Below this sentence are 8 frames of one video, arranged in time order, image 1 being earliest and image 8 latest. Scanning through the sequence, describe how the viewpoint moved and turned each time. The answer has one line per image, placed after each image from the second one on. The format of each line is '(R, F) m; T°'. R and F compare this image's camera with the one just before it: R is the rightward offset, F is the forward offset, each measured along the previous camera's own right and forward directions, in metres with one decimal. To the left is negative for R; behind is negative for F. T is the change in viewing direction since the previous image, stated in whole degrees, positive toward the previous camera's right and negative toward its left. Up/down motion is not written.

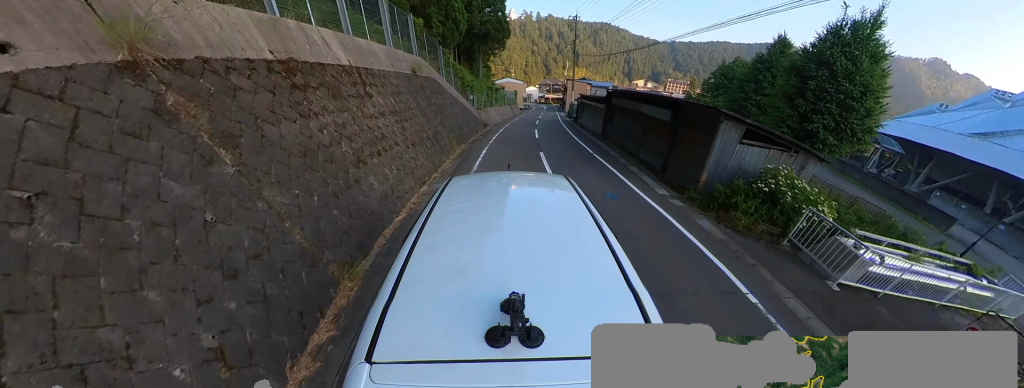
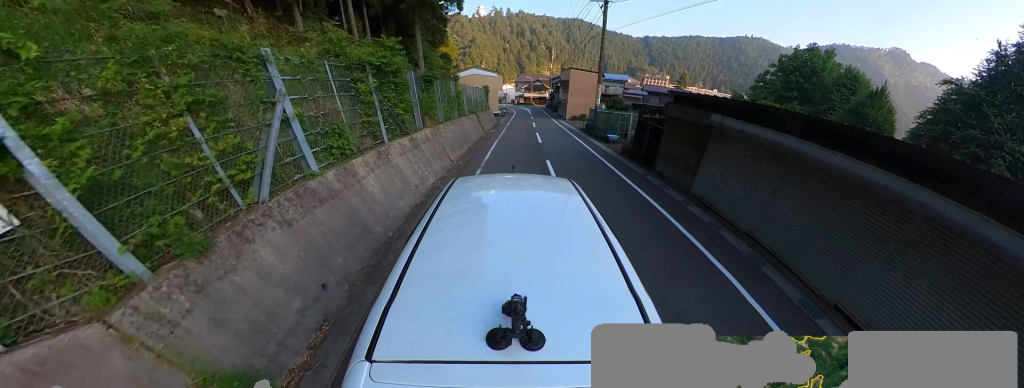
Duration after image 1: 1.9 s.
(+1.3, +19.9) m; +11°
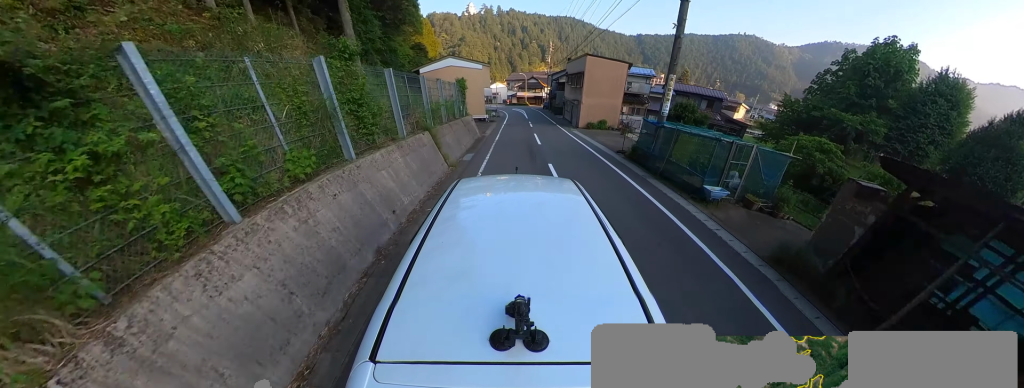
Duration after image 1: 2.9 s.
(0.0, +8.5) m; -4°
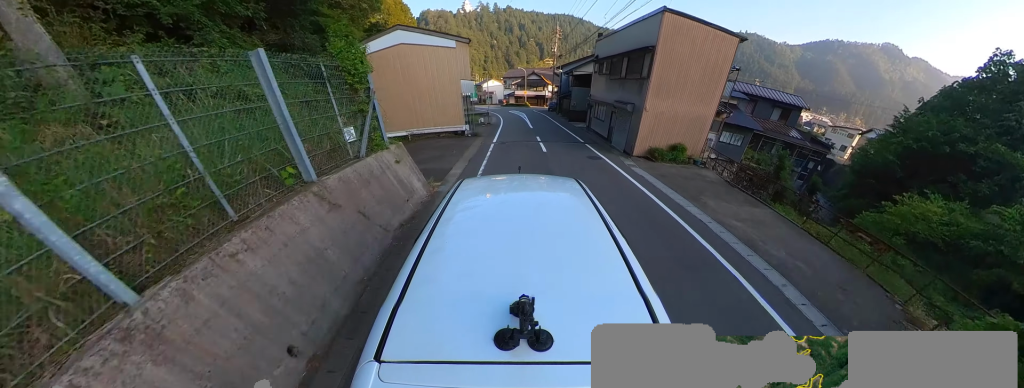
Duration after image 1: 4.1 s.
(-0.9, +10.2) m; -6°
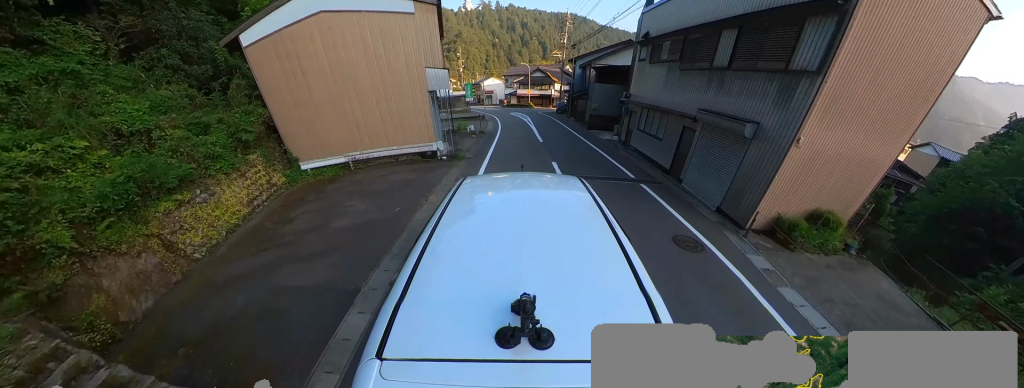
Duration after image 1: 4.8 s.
(-0.3, +6.5) m; +6°
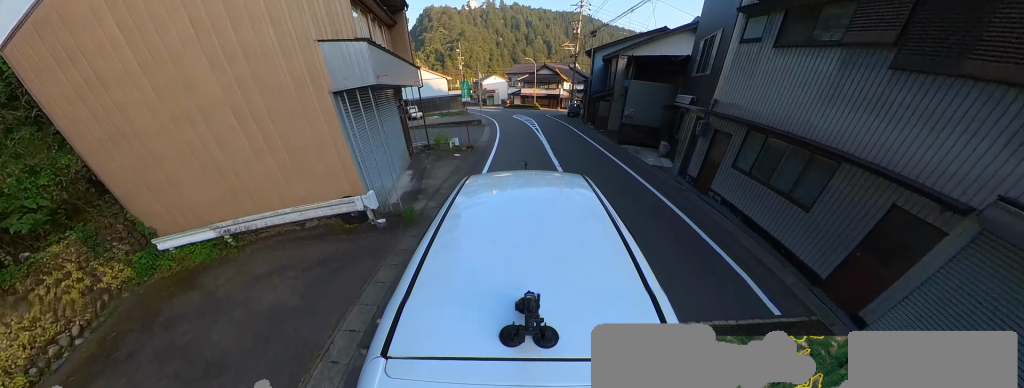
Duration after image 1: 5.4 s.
(+0.5, +5.6) m; +2°
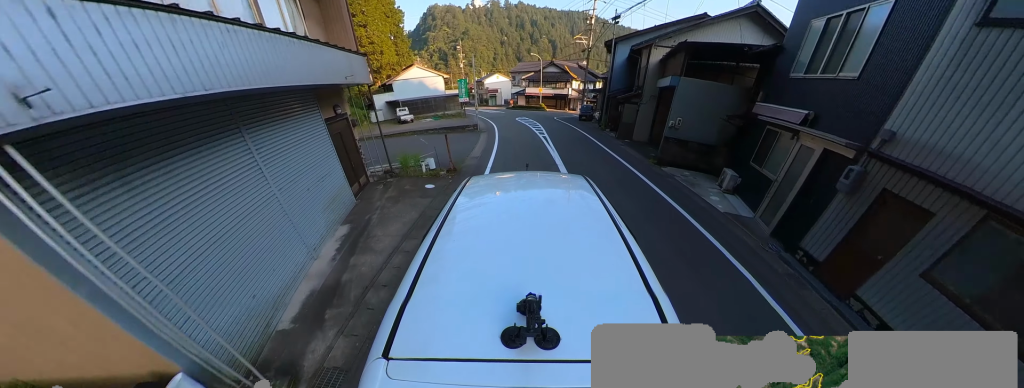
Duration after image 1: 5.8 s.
(+0.8, +4.2) m; 0°
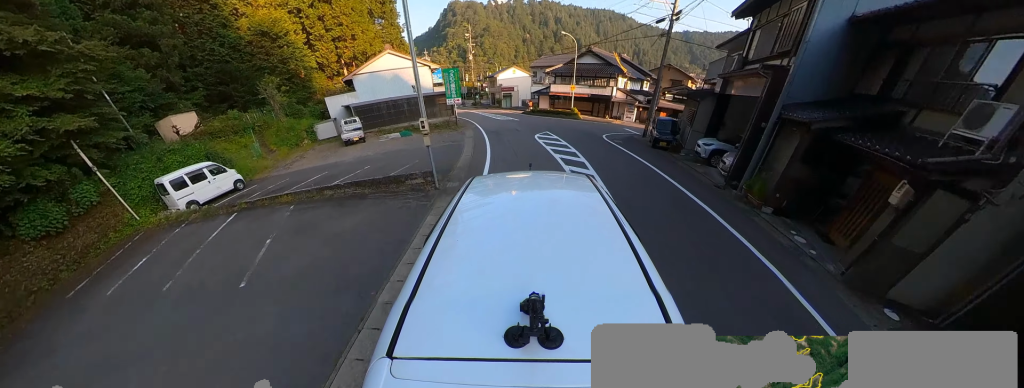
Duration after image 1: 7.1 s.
(-1.3, +13.3) m; 0°
